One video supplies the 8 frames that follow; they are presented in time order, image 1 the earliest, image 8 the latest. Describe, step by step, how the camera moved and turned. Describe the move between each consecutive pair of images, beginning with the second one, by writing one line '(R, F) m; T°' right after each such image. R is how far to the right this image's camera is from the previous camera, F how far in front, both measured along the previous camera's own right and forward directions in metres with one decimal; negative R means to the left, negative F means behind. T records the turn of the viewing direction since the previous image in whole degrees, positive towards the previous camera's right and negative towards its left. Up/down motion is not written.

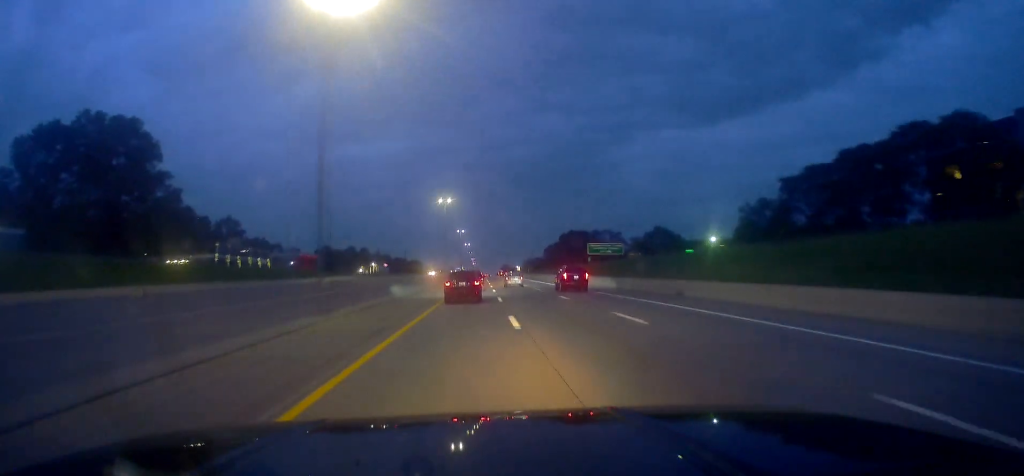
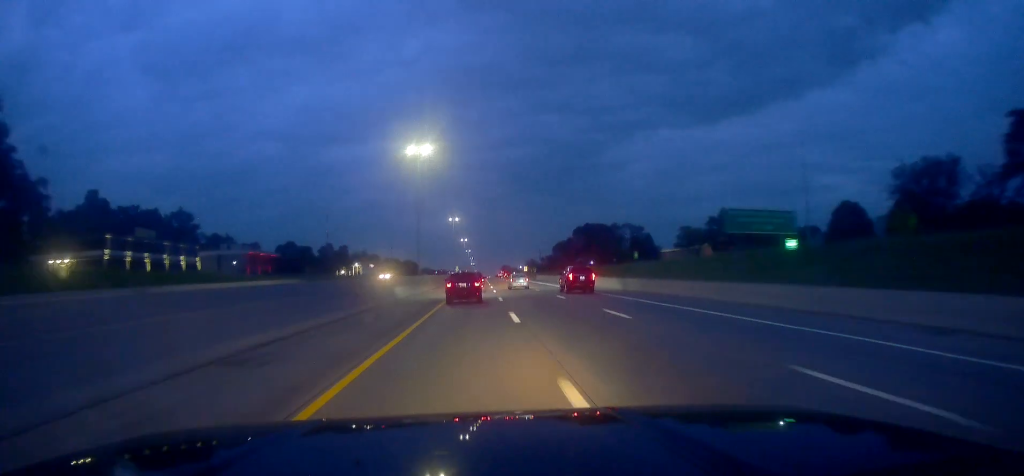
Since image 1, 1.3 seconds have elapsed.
(-0.3, +44.2) m; -1°
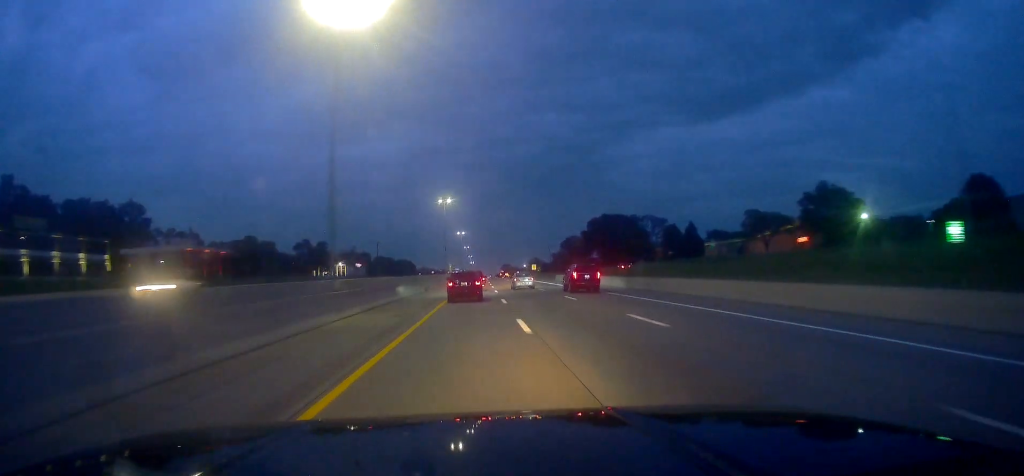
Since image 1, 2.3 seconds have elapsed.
(-0.1, +34.2) m; +1°
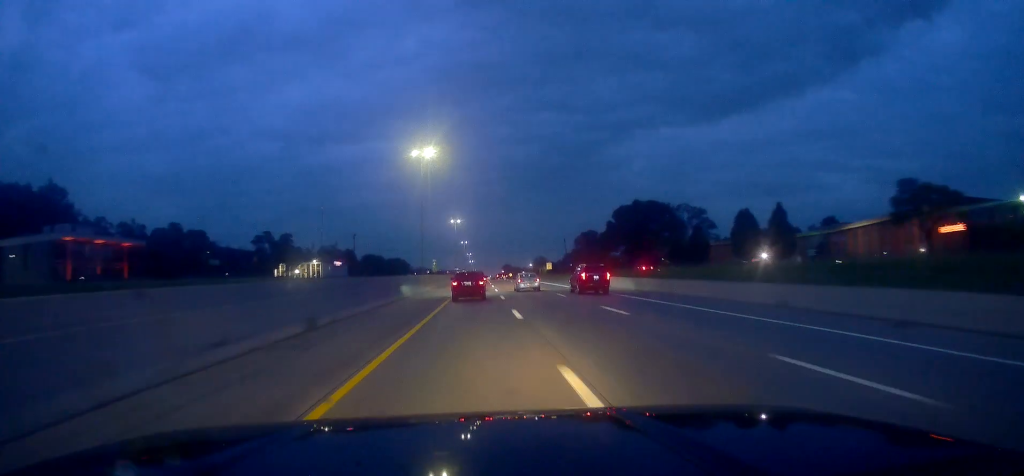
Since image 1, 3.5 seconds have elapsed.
(+0.7, +40.5) m; 0°
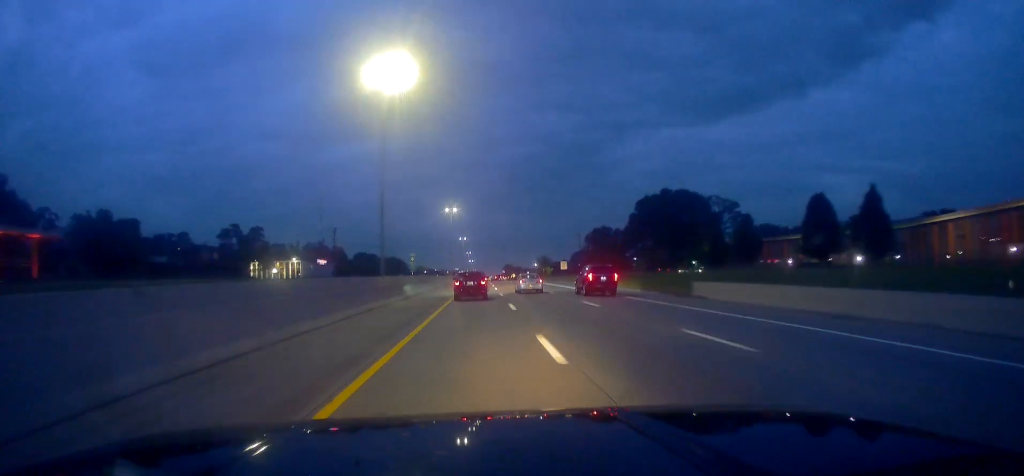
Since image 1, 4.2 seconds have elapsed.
(-0.5, +24.7) m; -1°
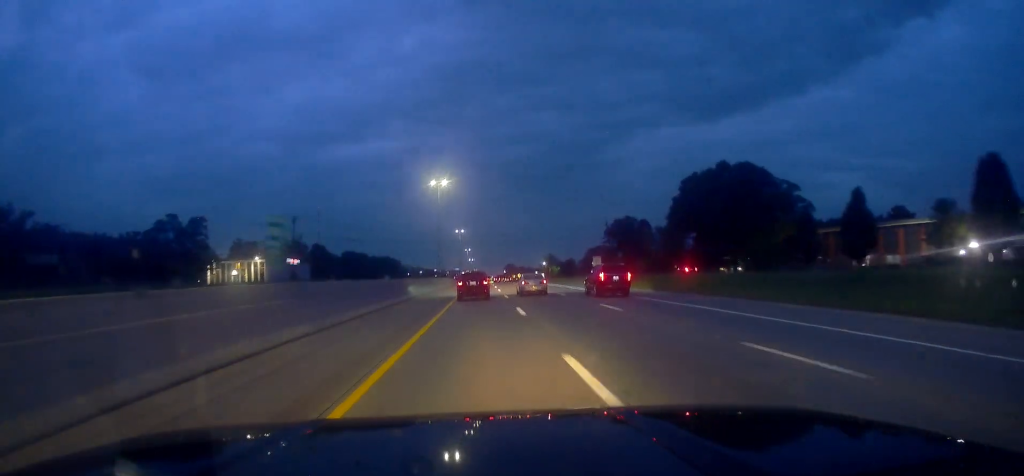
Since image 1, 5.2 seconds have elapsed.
(-0.1, +33.8) m; 0°
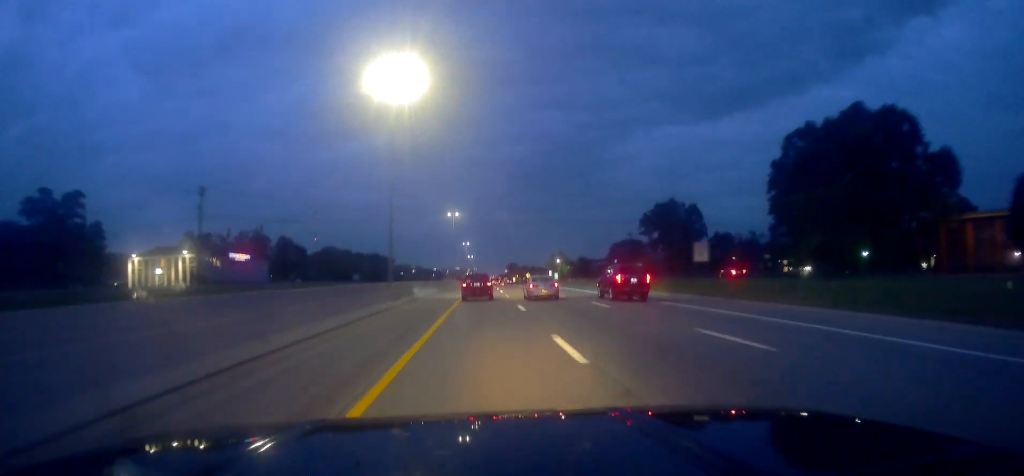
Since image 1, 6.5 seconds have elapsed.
(0.0, +42.9) m; 0°
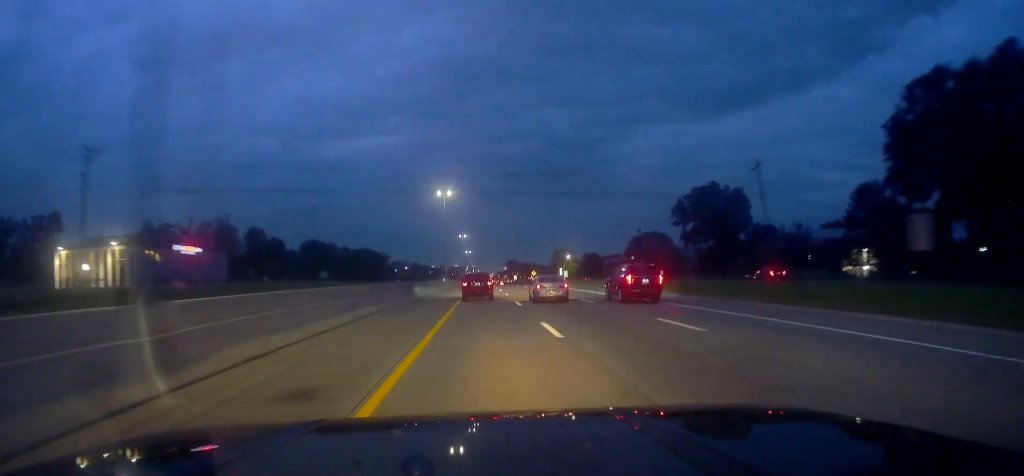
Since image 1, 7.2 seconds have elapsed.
(0.0, +26.0) m; +1°
